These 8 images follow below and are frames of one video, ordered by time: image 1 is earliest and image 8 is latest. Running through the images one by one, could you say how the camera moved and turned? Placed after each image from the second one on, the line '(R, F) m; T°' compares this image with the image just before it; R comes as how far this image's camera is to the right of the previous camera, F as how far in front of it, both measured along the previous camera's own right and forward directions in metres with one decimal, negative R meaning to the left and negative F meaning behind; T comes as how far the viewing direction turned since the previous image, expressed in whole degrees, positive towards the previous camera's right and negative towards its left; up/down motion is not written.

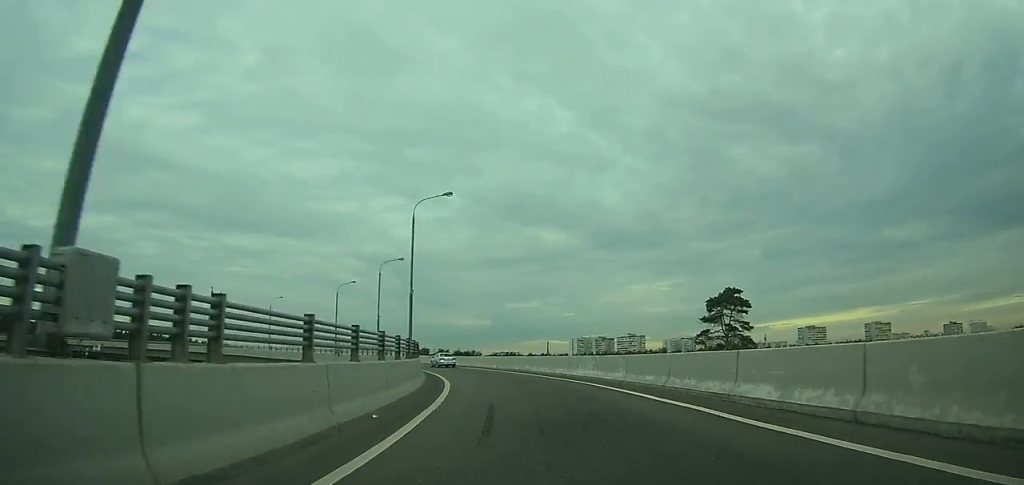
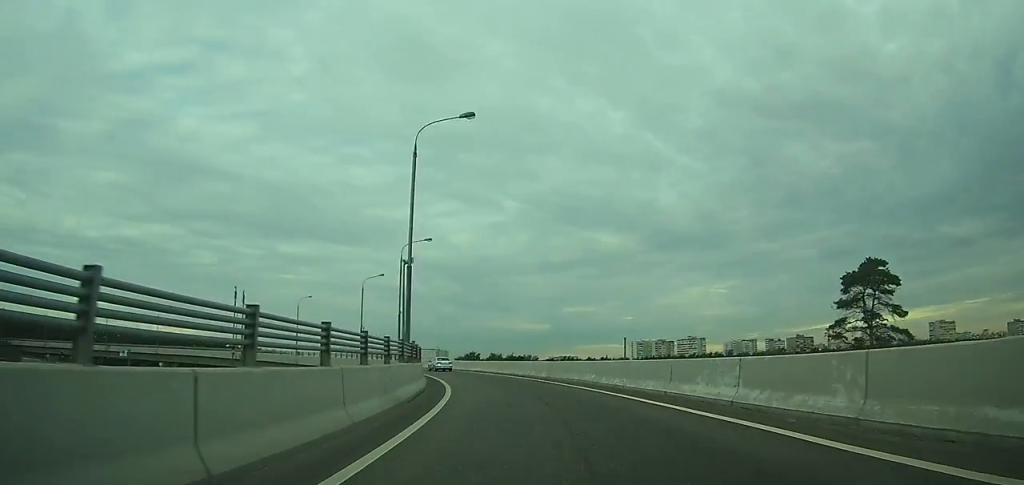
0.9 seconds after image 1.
(-1.0, +15.0) m; -5°
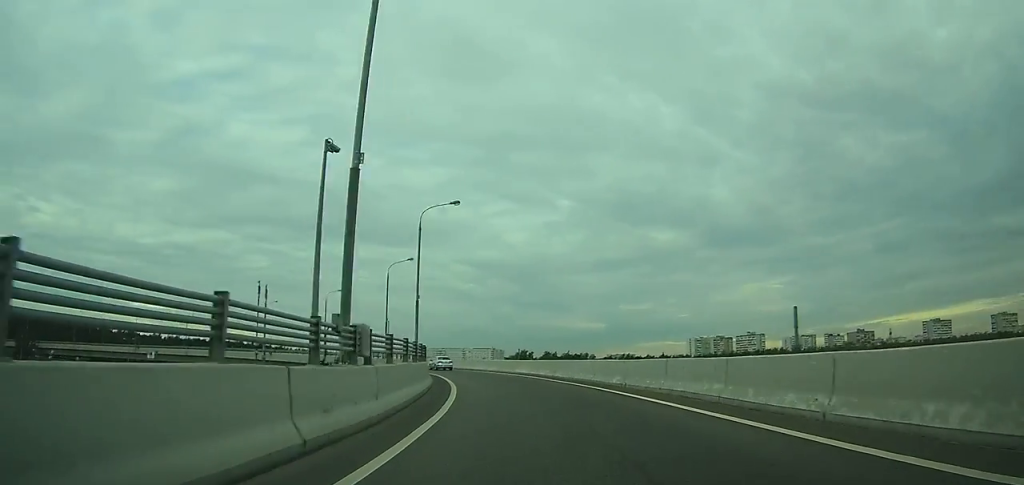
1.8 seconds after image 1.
(-0.1, +14.2) m; -5°
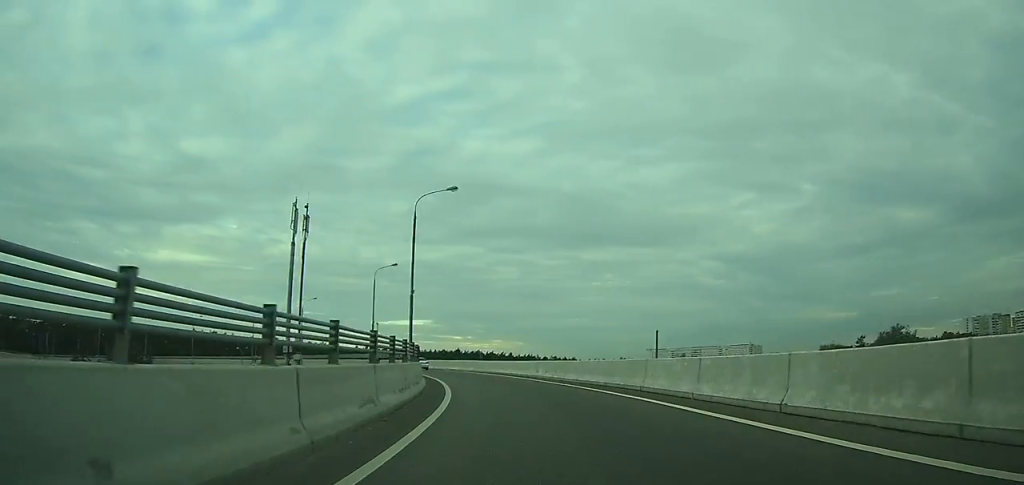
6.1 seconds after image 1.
(-15.5, +65.0) m; -27°
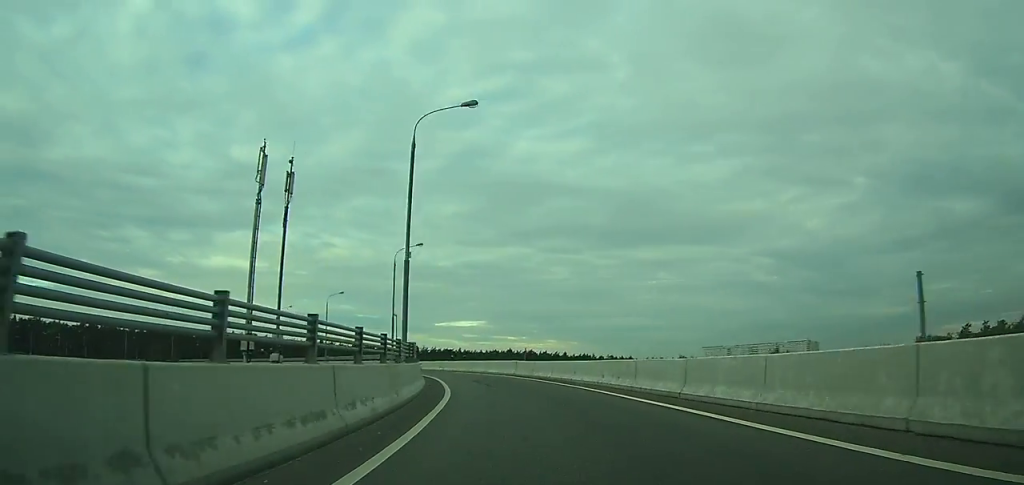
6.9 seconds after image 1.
(-1.1, +12.8) m; -5°
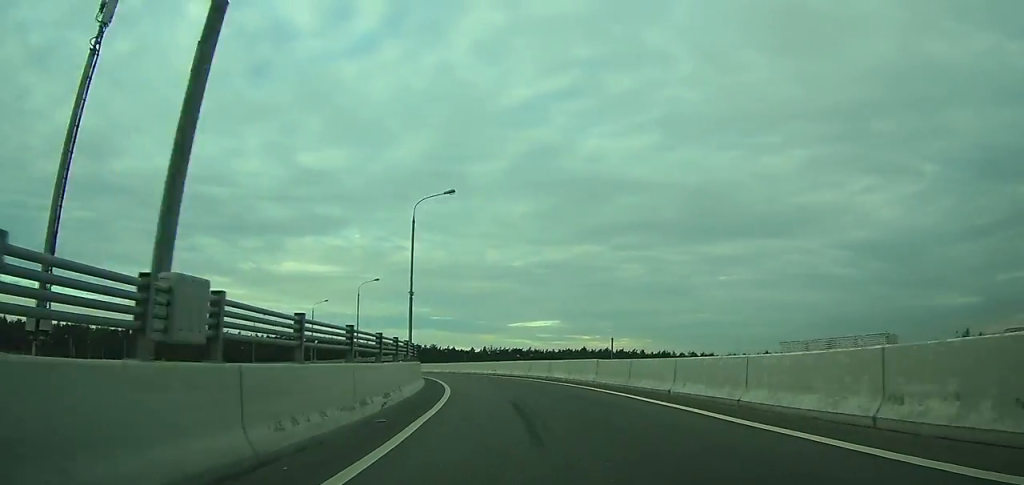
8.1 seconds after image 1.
(-0.4, +17.8) m; -7°
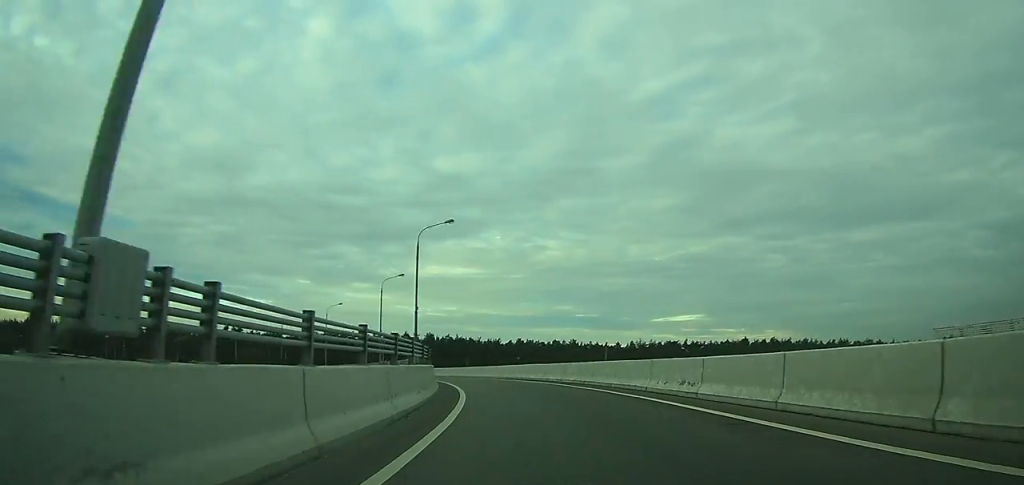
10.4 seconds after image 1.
(-4.1, +33.1) m; -12°
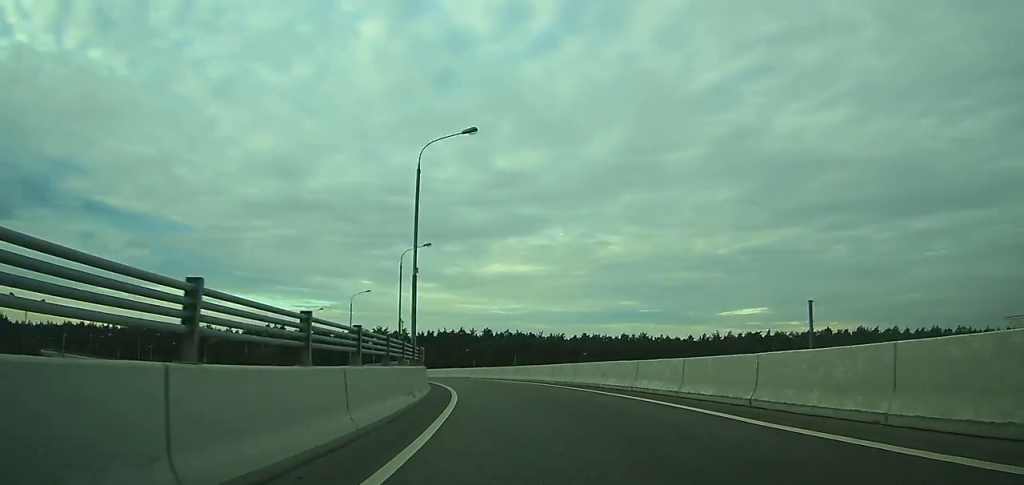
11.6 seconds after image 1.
(-1.1, +19.2) m; -7°
